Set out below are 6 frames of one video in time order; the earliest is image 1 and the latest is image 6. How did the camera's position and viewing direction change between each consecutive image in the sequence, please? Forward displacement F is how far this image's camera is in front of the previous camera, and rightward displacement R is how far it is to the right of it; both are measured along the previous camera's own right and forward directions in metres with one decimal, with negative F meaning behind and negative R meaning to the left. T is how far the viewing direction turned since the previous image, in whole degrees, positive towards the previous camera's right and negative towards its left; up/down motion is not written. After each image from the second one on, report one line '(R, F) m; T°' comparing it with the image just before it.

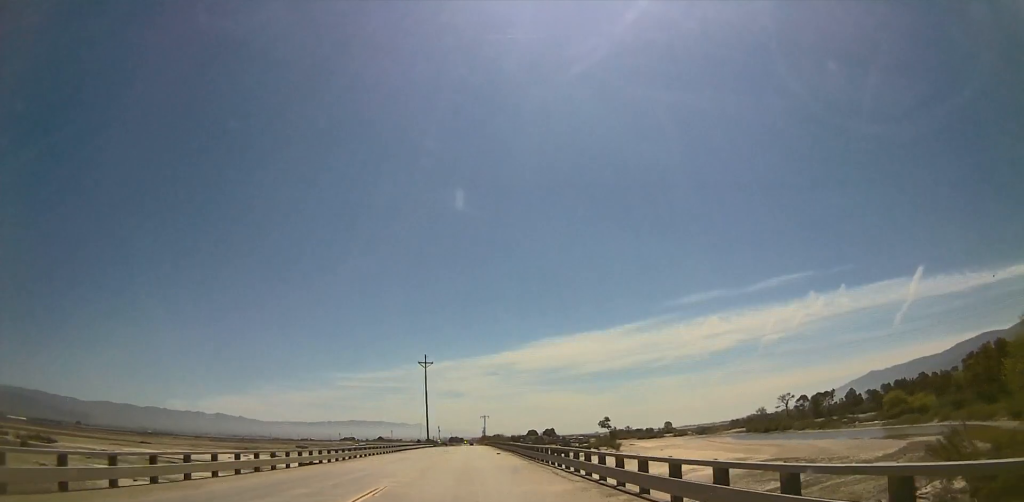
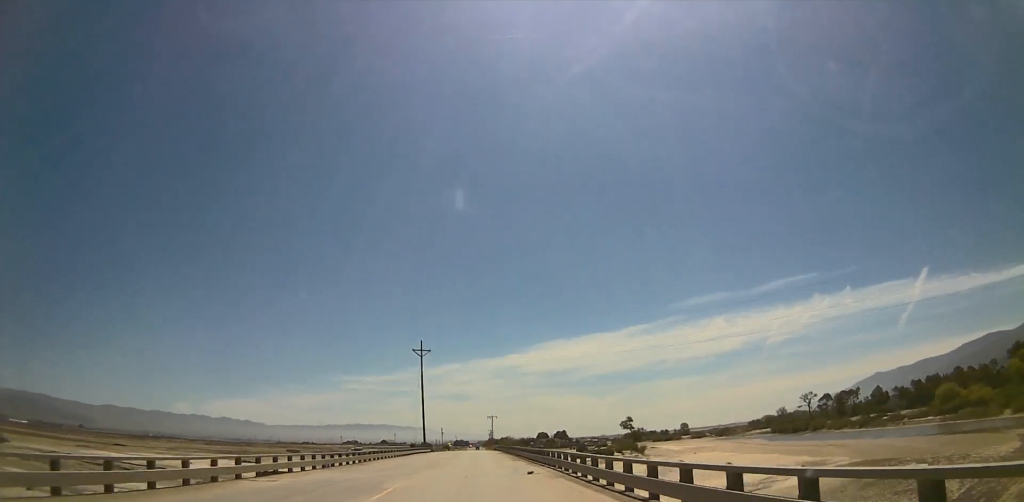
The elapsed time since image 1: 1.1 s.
(+0.2, +24.3) m; 0°
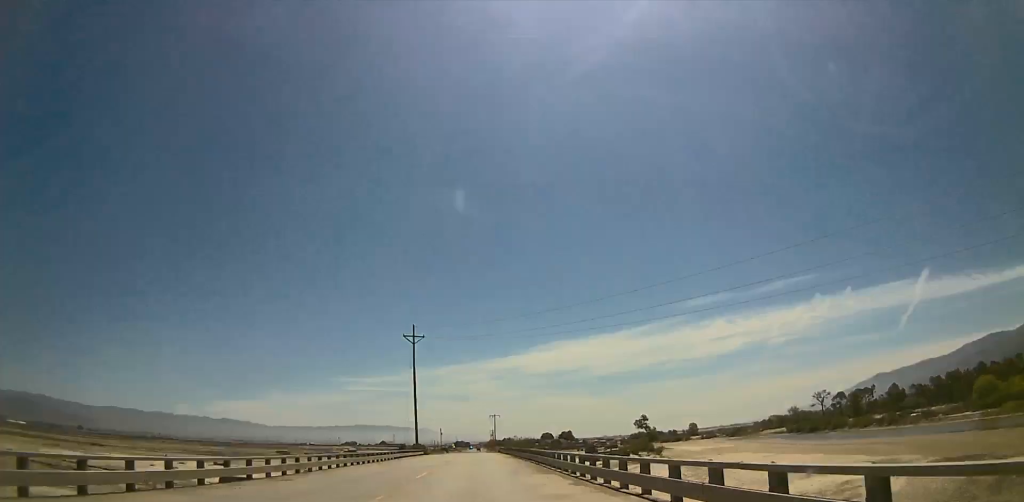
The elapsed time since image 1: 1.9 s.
(0.0, +15.7) m; 0°
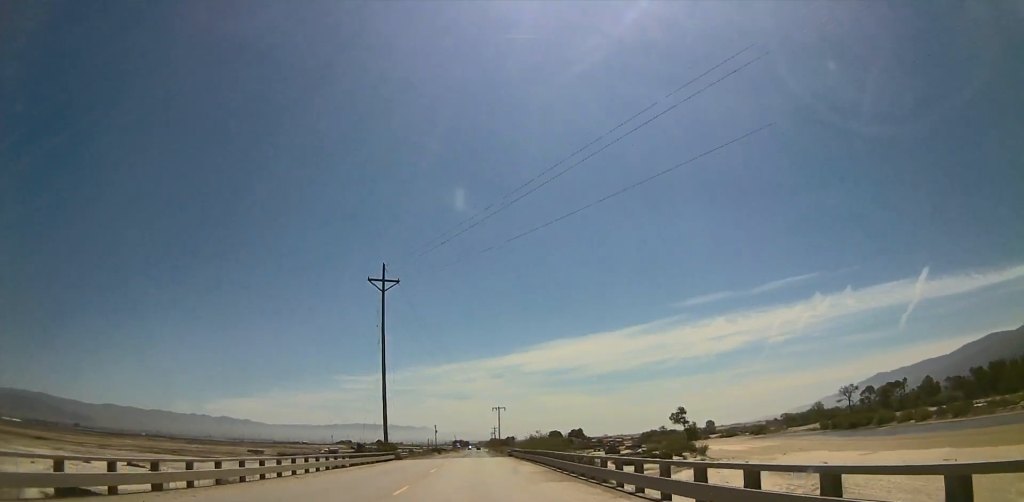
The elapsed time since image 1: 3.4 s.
(-0.2, +32.5) m; 0°
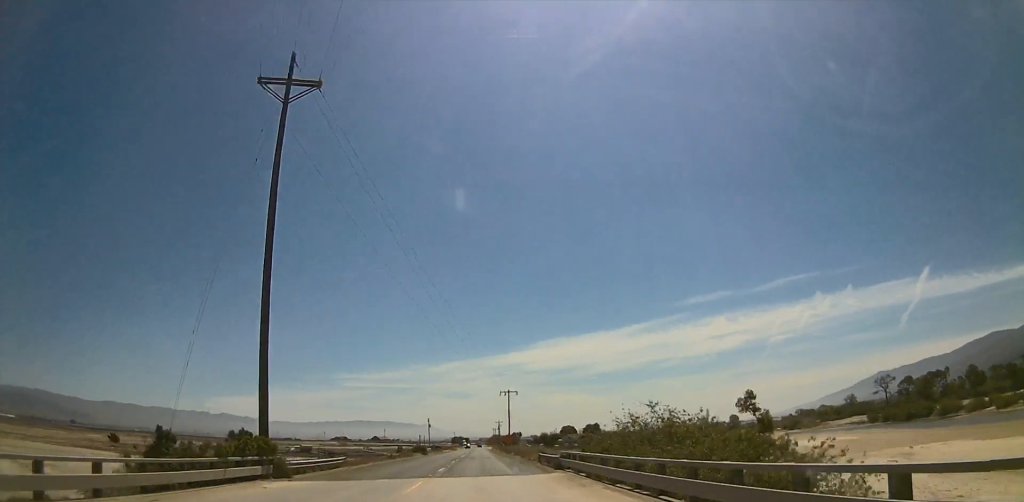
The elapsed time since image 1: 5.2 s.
(-0.1, +42.6) m; 0°
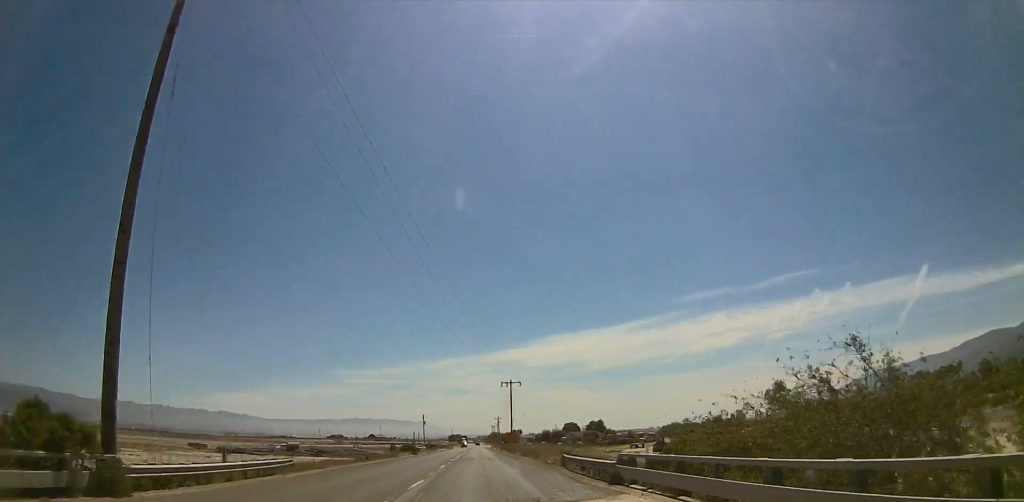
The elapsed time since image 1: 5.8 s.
(0.0, +15.2) m; 0°
